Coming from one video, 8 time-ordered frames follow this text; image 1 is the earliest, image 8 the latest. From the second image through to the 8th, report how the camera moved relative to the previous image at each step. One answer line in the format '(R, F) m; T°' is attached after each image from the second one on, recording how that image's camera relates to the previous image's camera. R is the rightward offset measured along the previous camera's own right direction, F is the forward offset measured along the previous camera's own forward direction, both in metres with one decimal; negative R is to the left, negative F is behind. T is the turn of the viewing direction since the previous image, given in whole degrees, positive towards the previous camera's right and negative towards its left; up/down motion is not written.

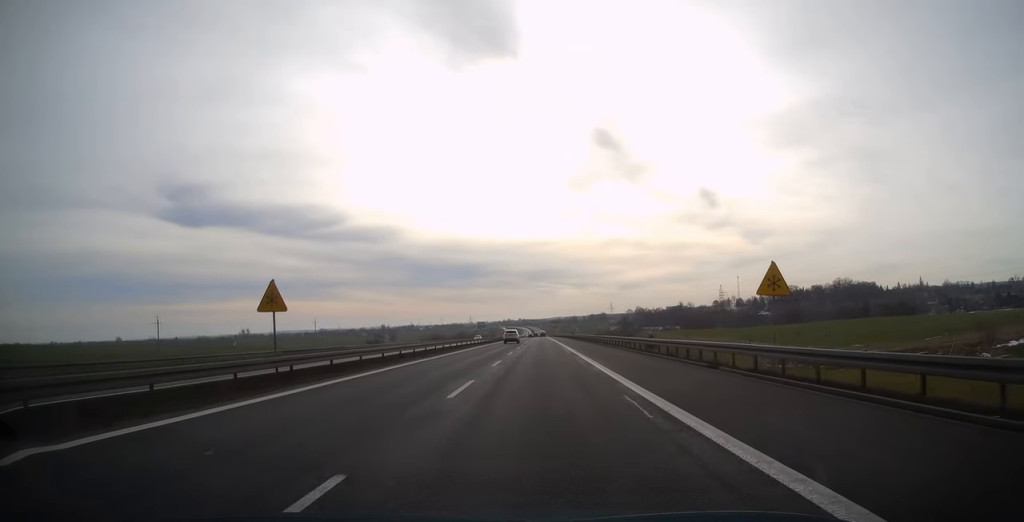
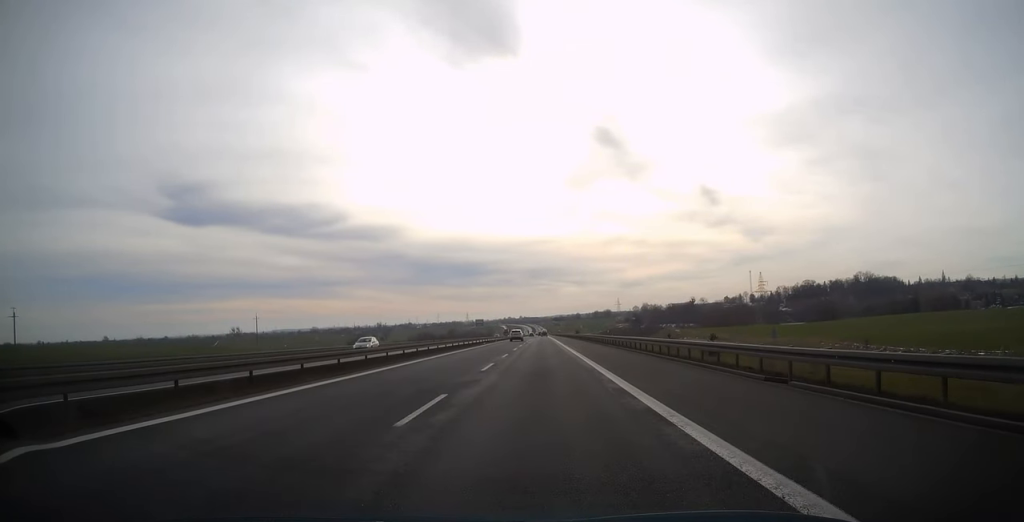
(+0.1, +50.8) m; 0°
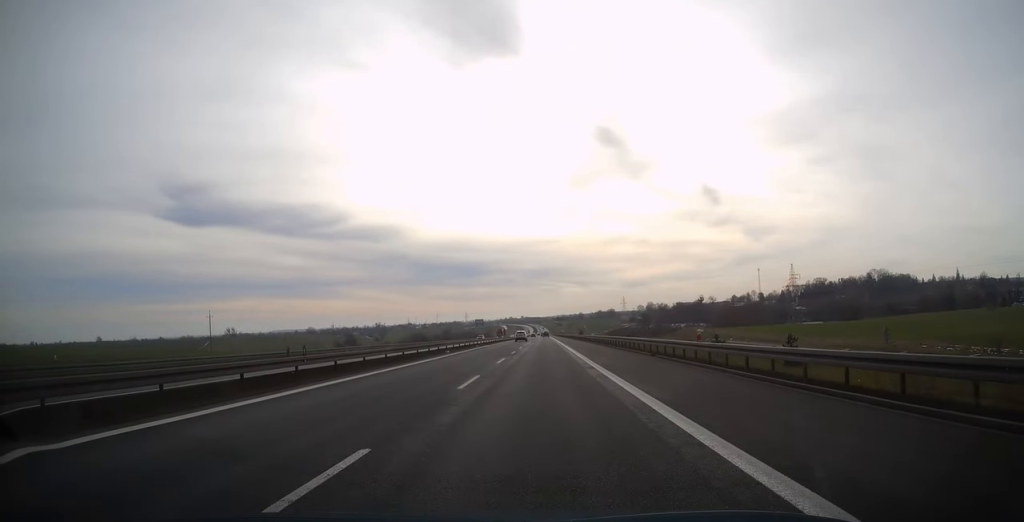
(0.0, +28.8) m; 0°
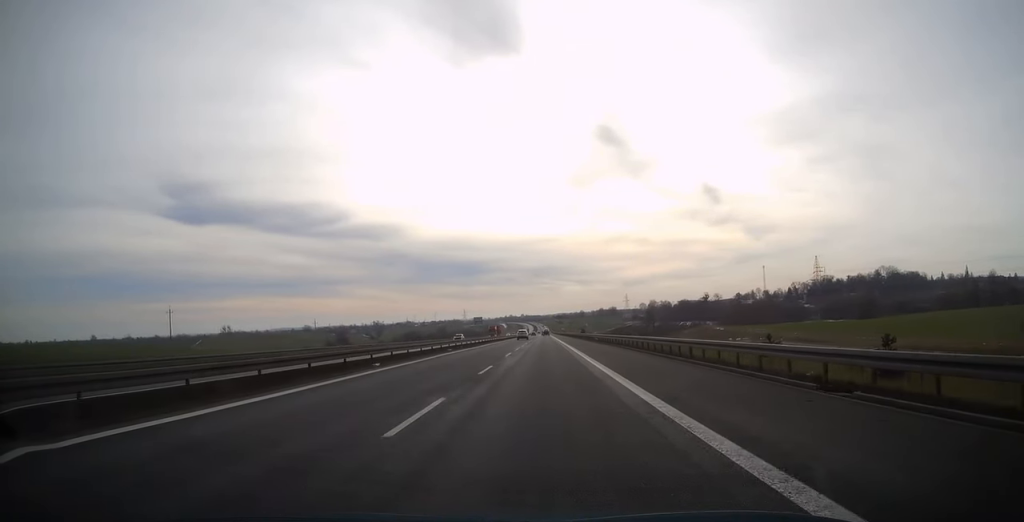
(-0.1, +19.0) m; 0°
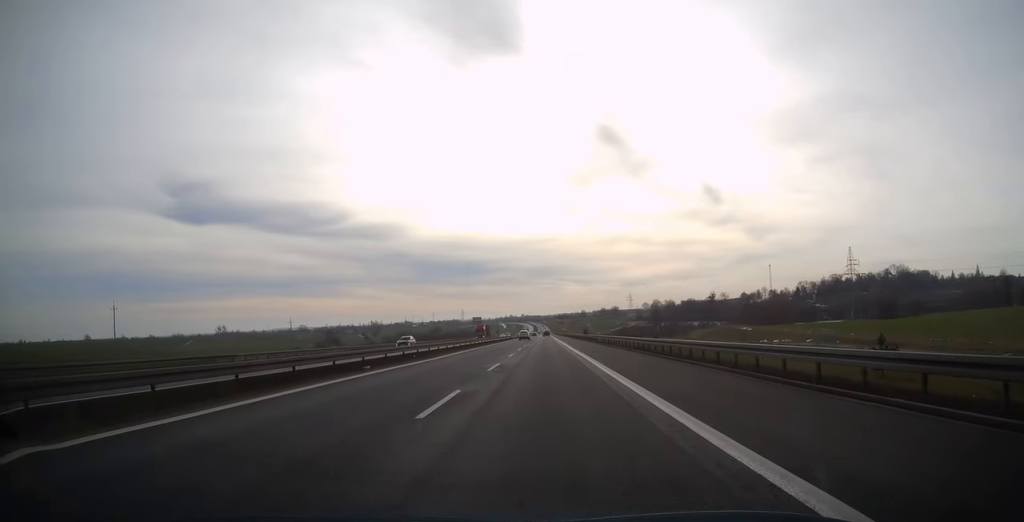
(0.0, +21.5) m; 0°
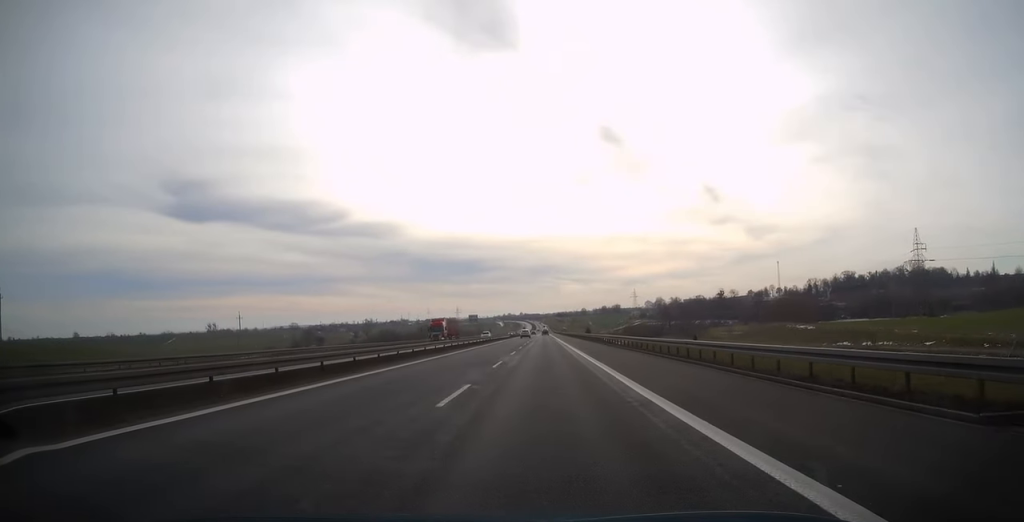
(+0.1, +33.3) m; 0°
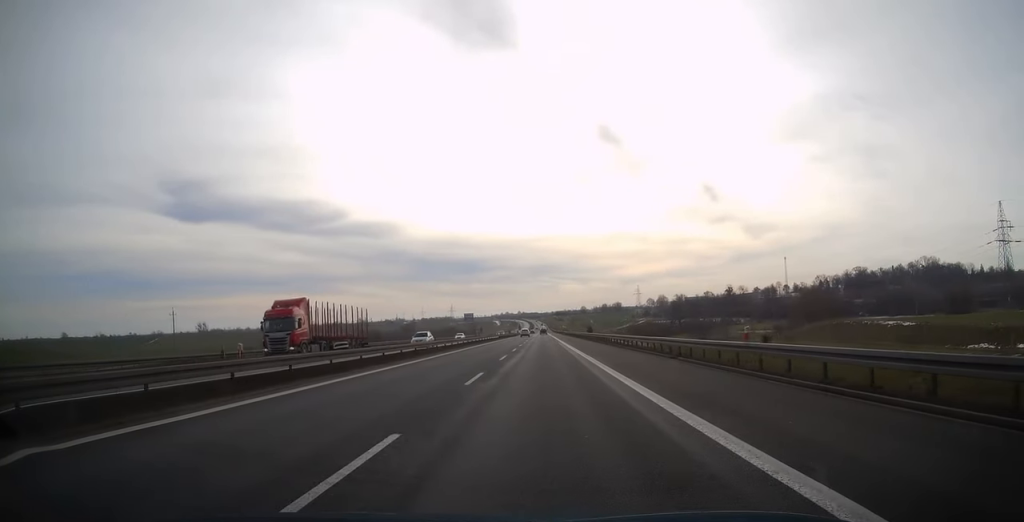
(0.0, +30.7) m; 0°
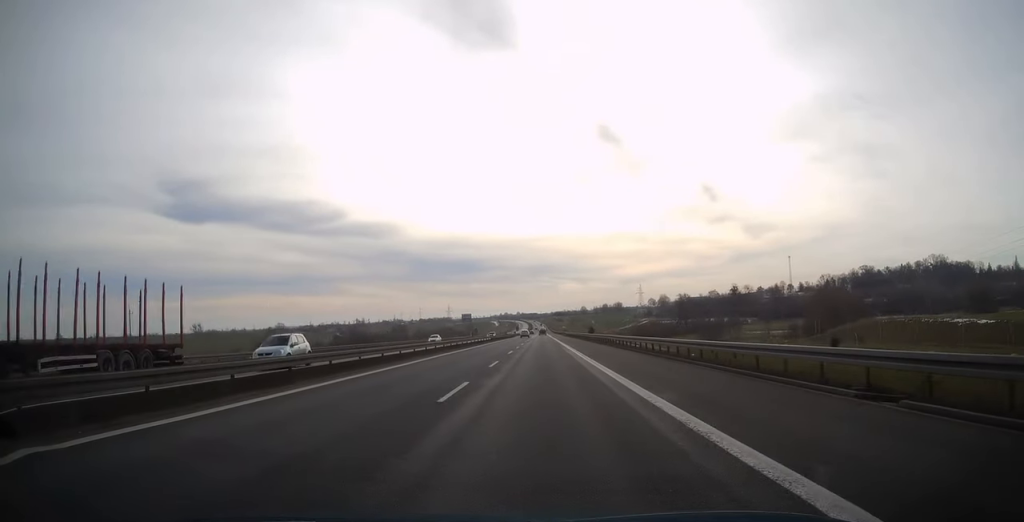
(0.0, +15.9) m; 0°
